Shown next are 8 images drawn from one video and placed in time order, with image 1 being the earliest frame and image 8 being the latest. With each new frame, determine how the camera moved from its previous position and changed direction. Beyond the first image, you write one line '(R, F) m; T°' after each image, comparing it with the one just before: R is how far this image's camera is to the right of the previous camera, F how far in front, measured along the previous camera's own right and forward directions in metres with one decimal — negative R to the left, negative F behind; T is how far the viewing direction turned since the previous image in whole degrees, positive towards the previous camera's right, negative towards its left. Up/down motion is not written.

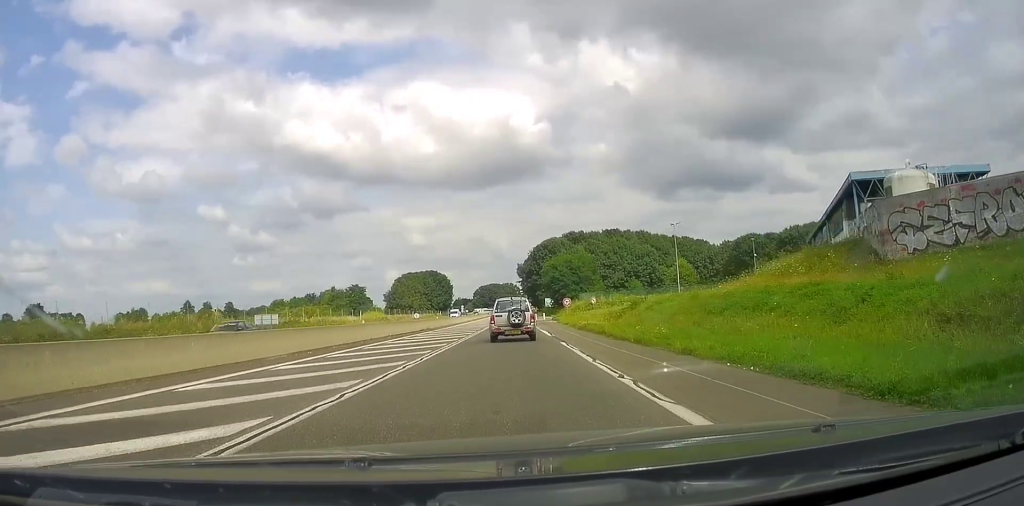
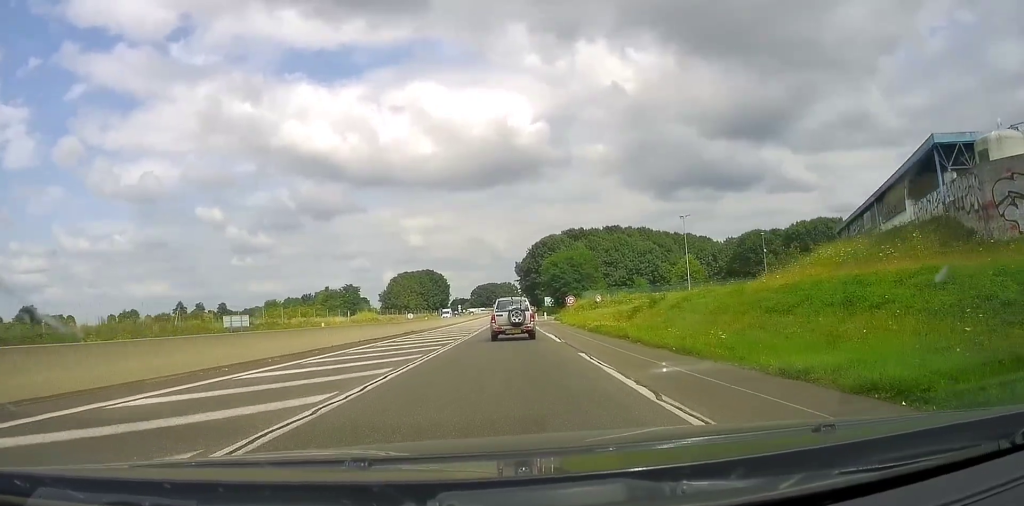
(+0.1, +5.8) m; +1°
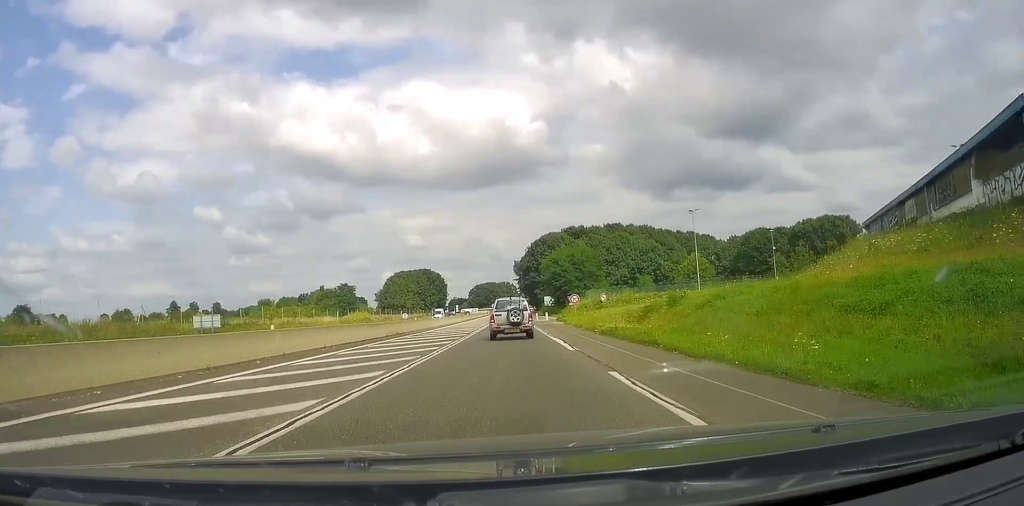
(+0.1, +4.7) m; +1°
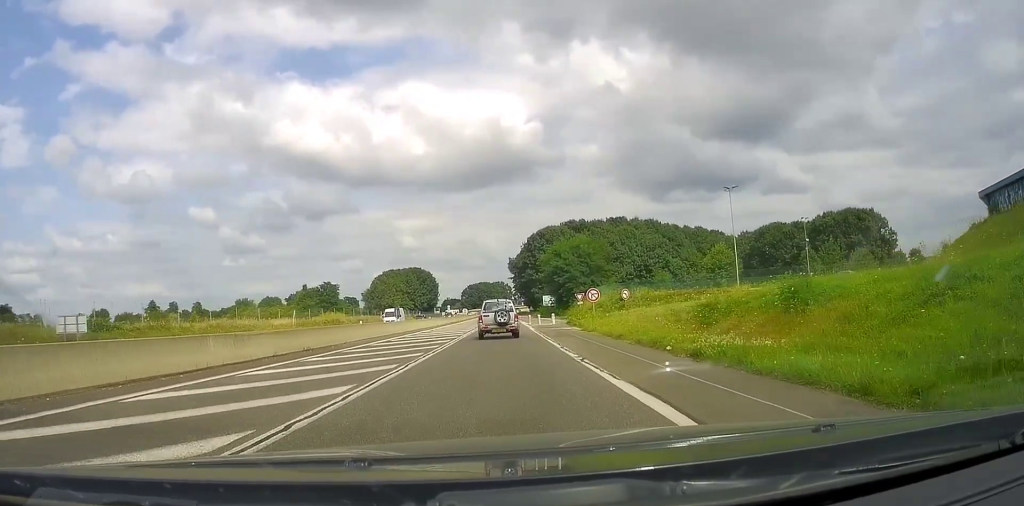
(+0.1, +14.7) m; -1°
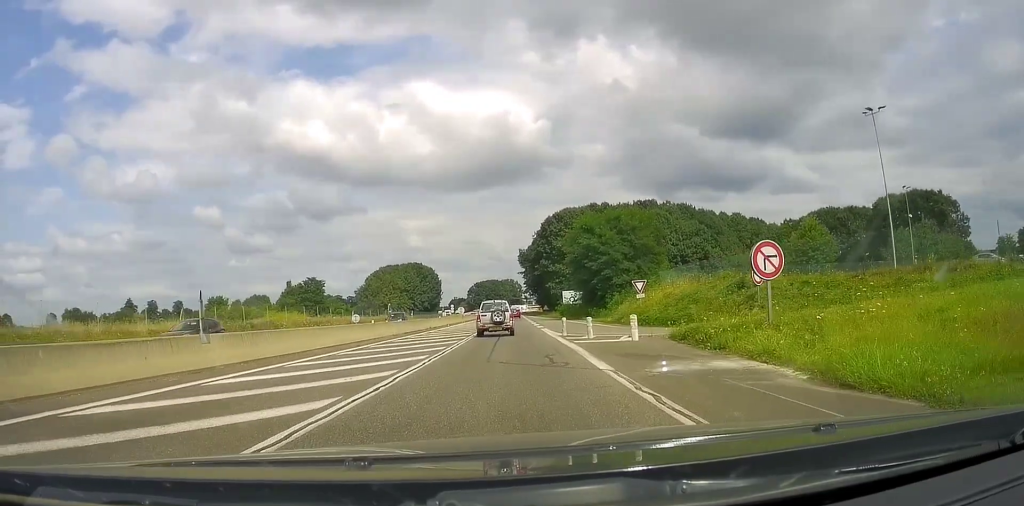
(-0.4, +24.2) m; 0°
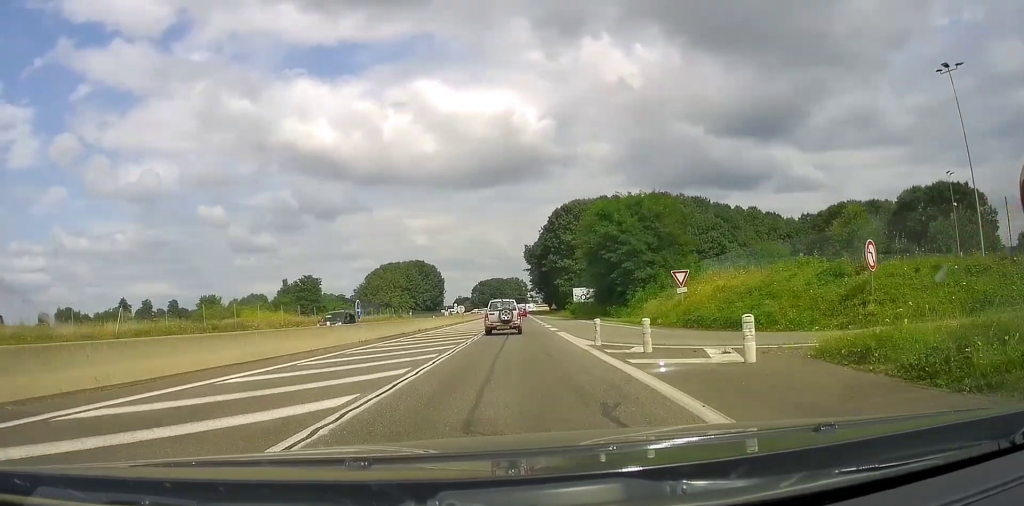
(+0.1, +6.9) m; +1°
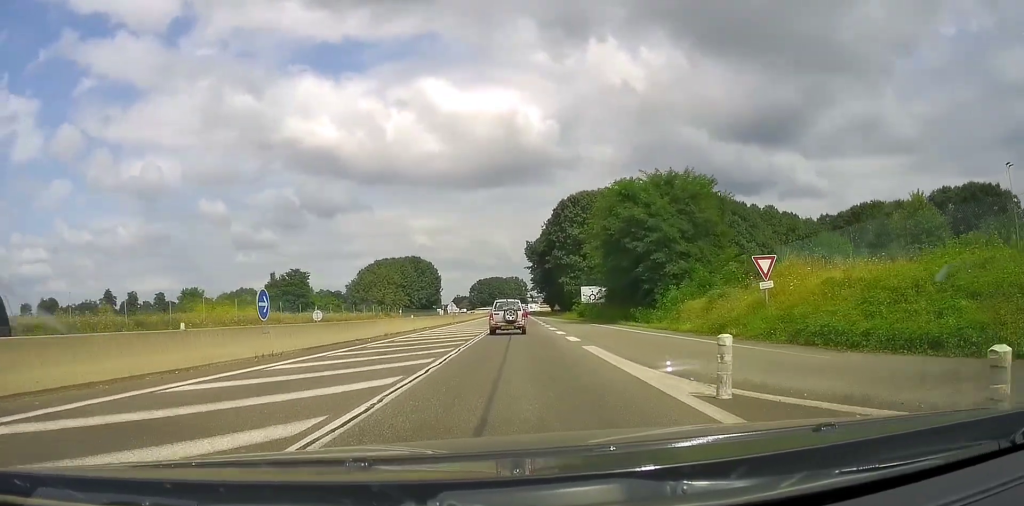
(+0.1, +8.7) m; 0°
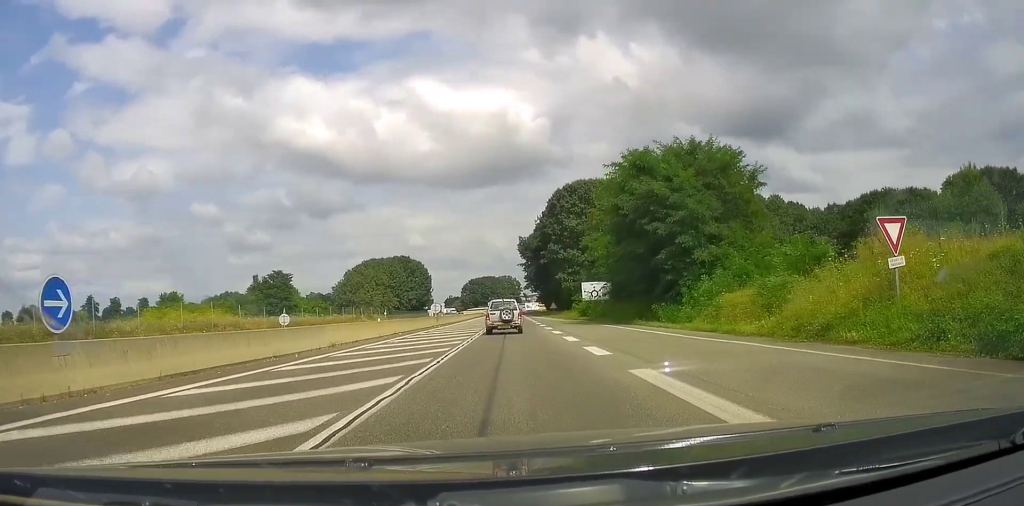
(-0.1, +7.7) m; -1°
